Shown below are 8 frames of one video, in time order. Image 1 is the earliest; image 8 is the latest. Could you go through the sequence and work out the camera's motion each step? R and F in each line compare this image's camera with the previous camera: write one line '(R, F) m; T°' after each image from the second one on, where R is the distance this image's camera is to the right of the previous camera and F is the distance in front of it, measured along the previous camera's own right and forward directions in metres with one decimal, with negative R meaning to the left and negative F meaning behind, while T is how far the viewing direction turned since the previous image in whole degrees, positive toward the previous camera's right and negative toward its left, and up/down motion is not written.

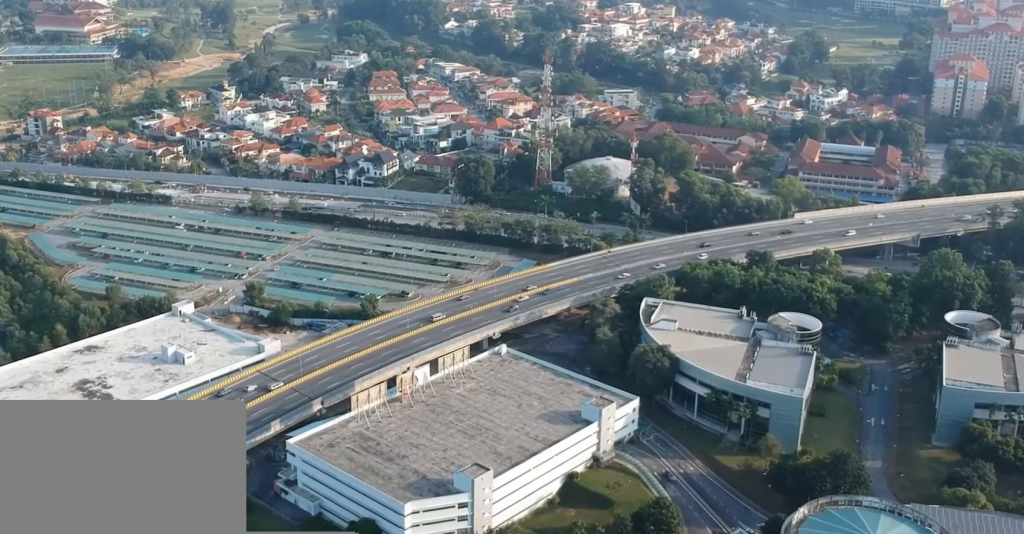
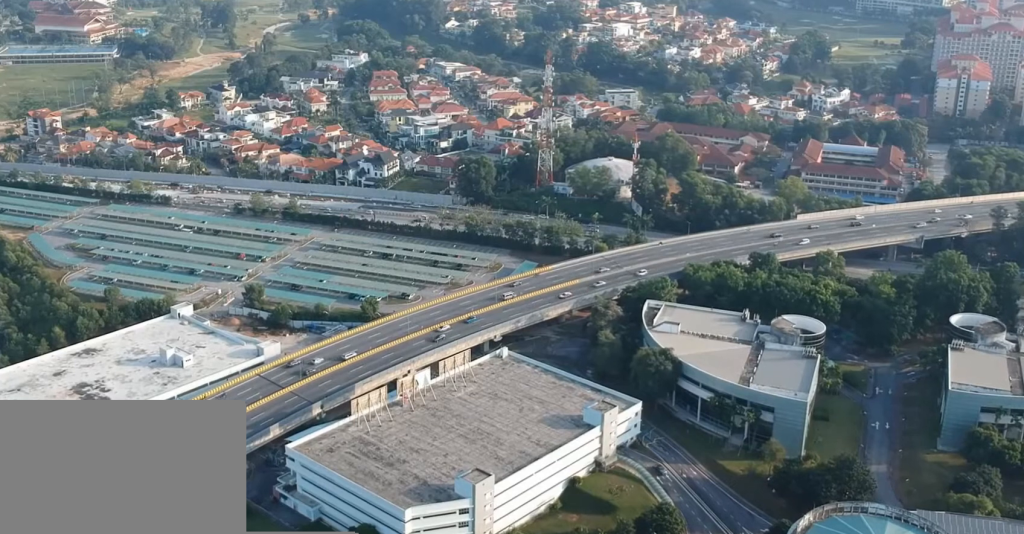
(0.0, +2.7) m; -1°
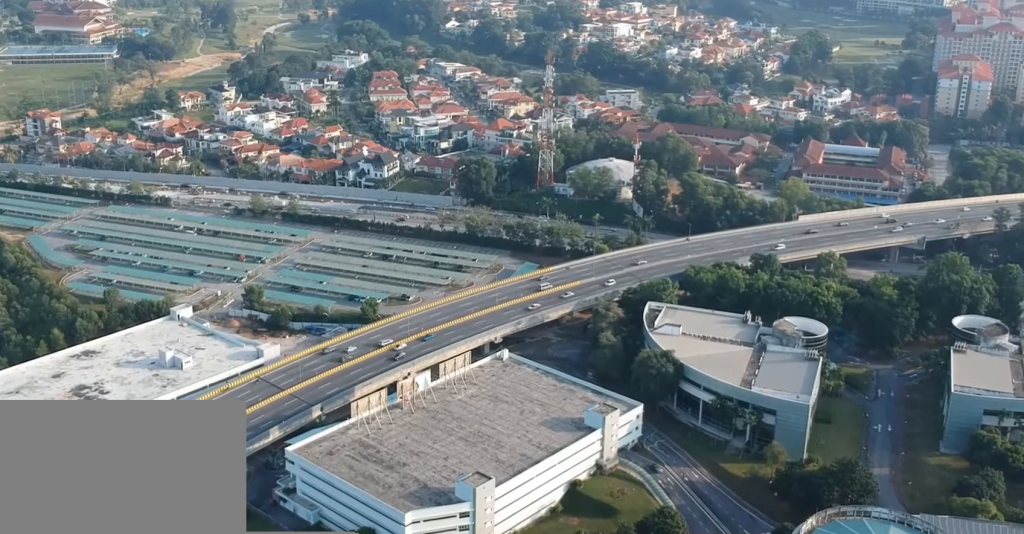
(0.0, +1.3) m; 0°
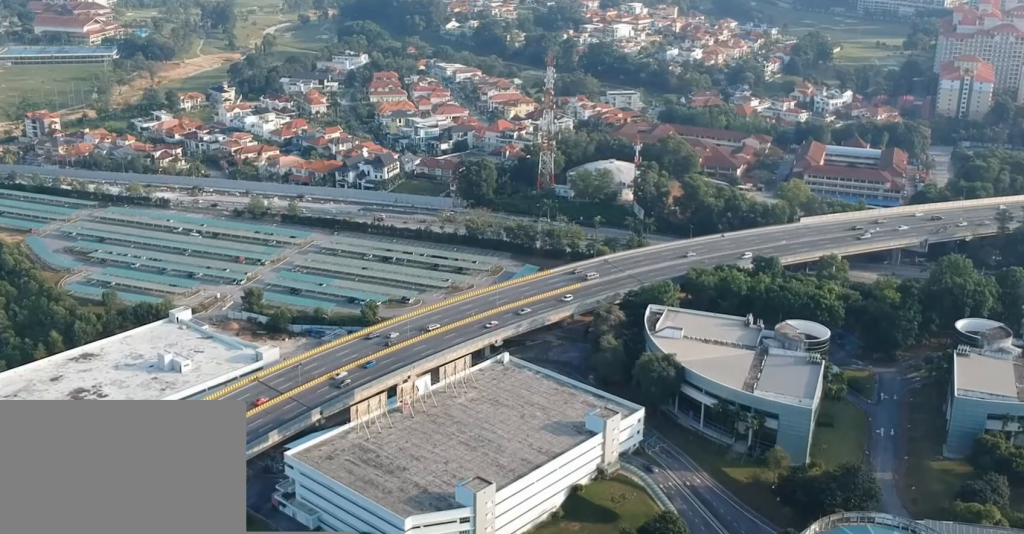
(0.0, +1.8) m; 0°
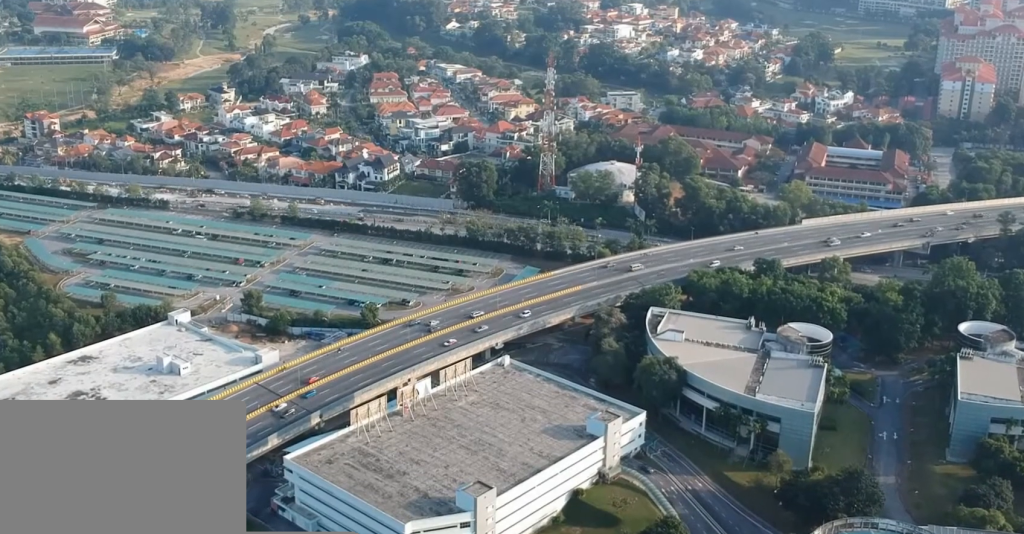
(0.0, +1.7) m; 0°
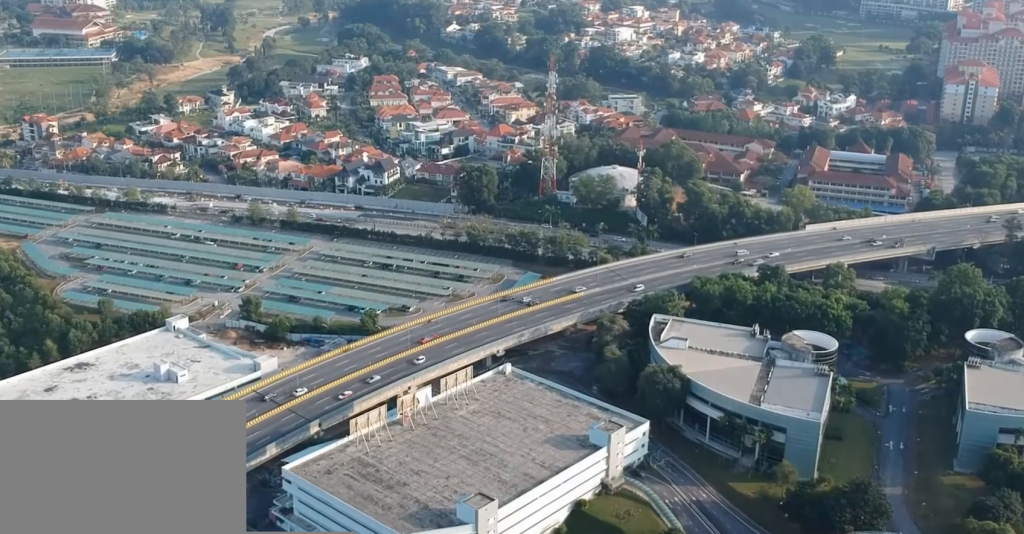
(0.0, +4.1) m; +2°
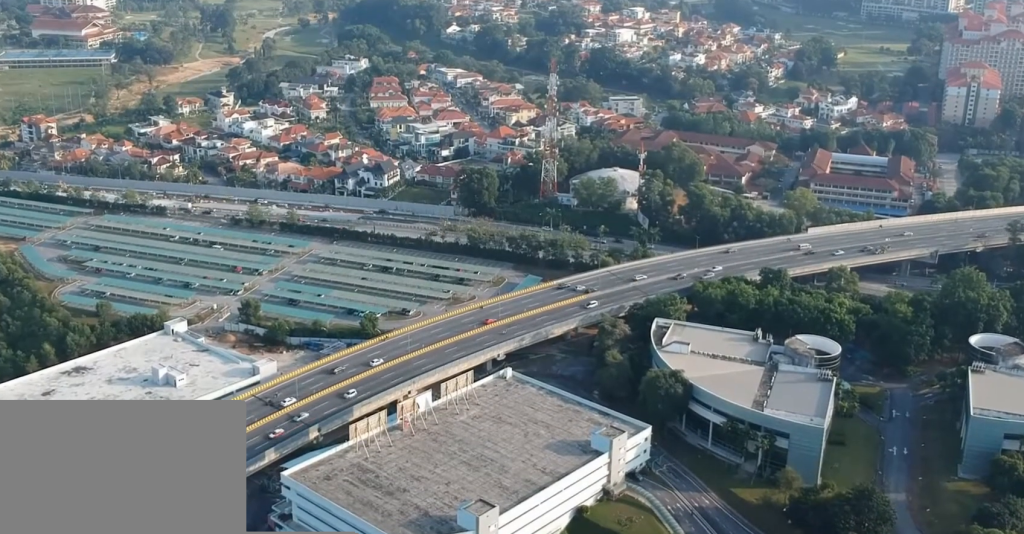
(0.0, +2.4) m; +1°
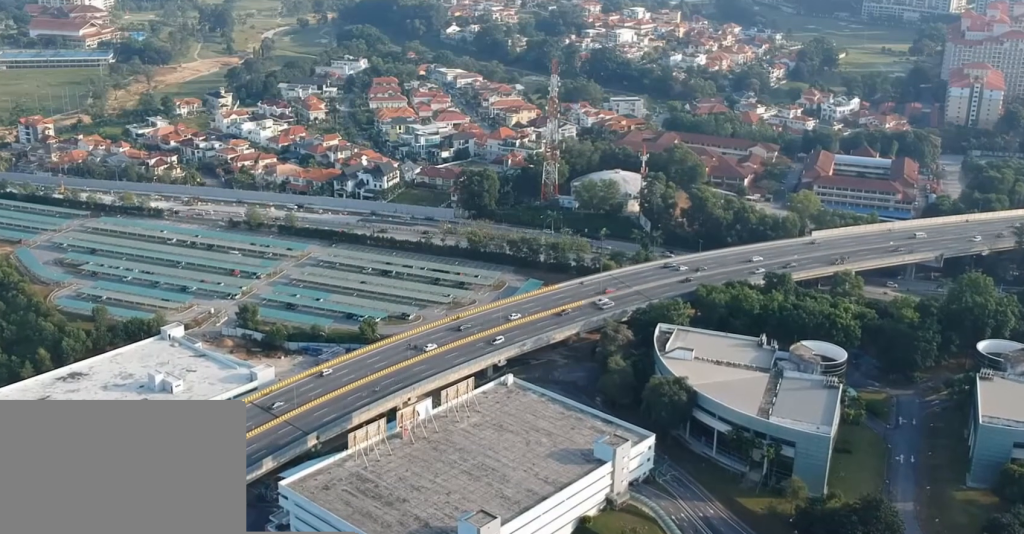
(0.0, +4.6) m; +1°
